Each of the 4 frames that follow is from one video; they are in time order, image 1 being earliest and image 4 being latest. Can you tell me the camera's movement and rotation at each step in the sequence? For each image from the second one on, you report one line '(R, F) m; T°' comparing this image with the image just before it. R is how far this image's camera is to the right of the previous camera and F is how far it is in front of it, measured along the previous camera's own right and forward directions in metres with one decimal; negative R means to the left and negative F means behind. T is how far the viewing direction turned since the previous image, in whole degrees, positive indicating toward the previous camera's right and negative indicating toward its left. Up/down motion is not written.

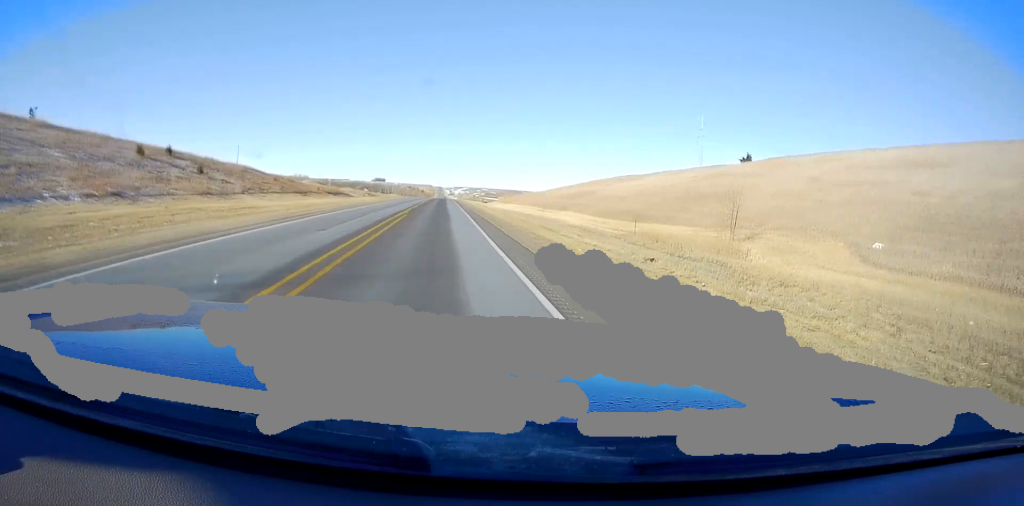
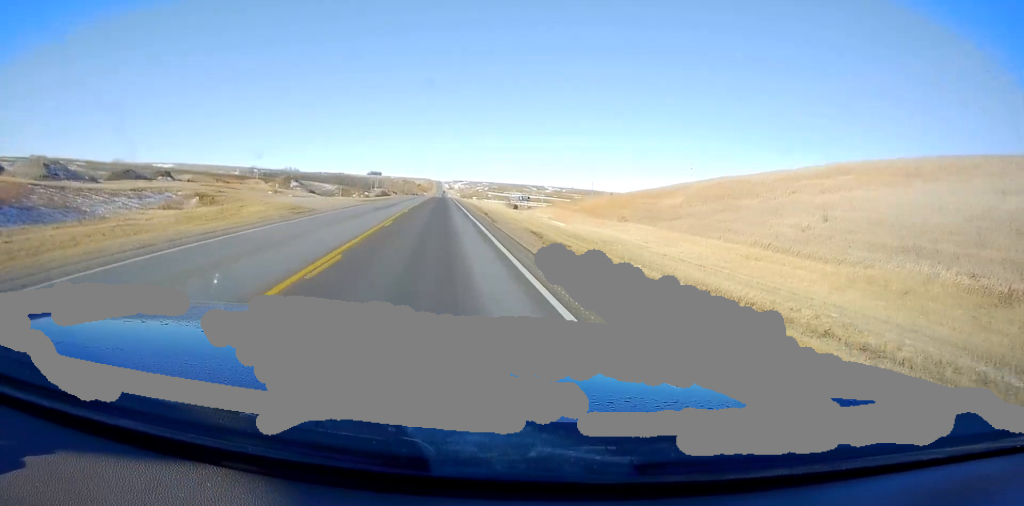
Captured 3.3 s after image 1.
(-0.3, +83.5) m; 0°
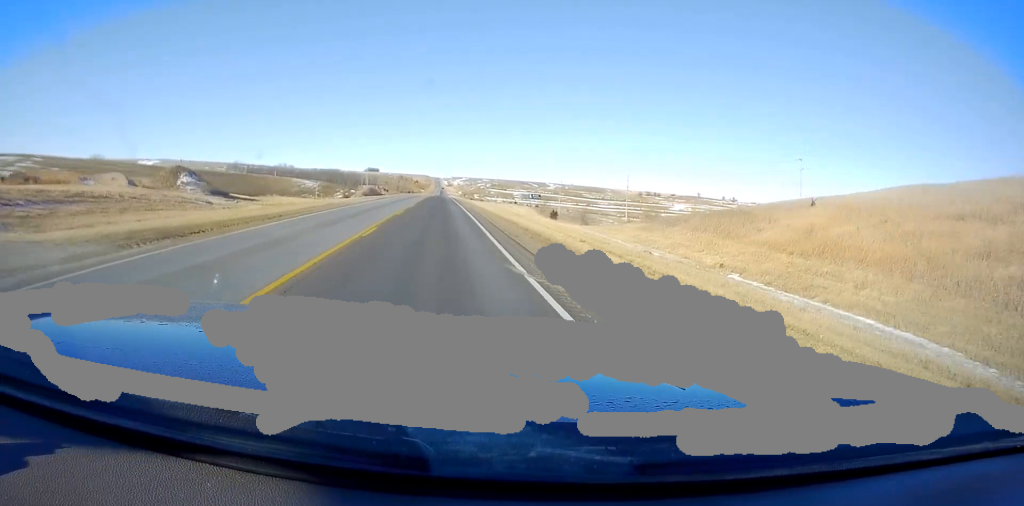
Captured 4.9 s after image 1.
(+0.2, +41.1) m; 0°
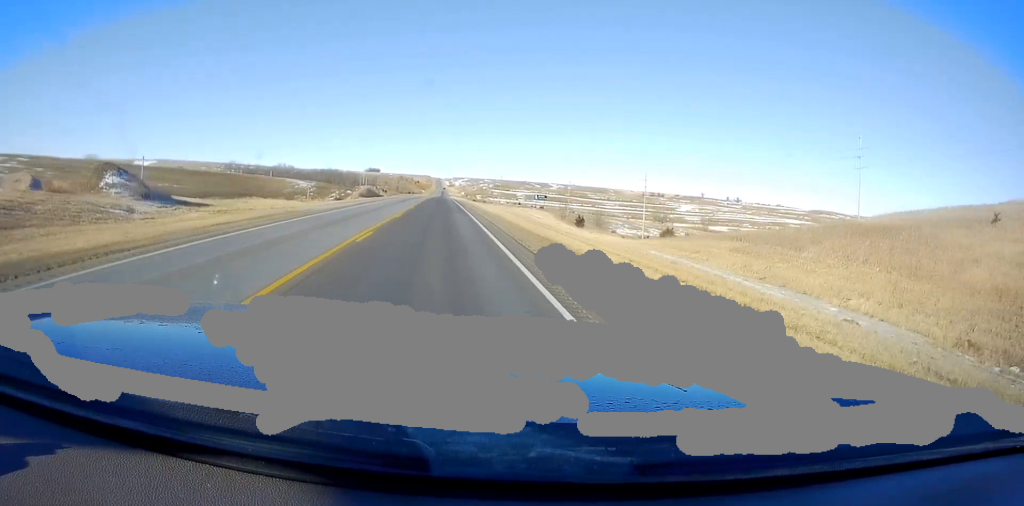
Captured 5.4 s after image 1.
(-0.3, +13.6) m; 0°
